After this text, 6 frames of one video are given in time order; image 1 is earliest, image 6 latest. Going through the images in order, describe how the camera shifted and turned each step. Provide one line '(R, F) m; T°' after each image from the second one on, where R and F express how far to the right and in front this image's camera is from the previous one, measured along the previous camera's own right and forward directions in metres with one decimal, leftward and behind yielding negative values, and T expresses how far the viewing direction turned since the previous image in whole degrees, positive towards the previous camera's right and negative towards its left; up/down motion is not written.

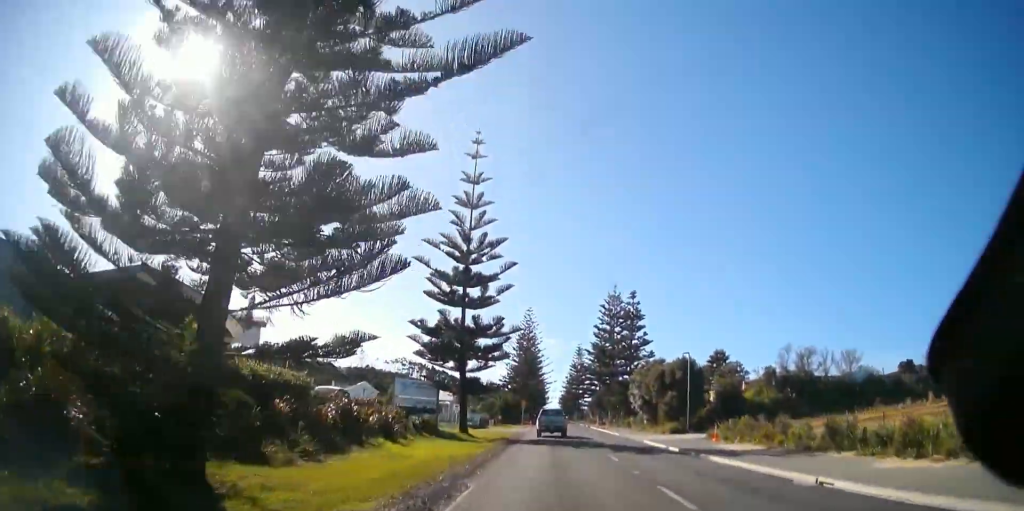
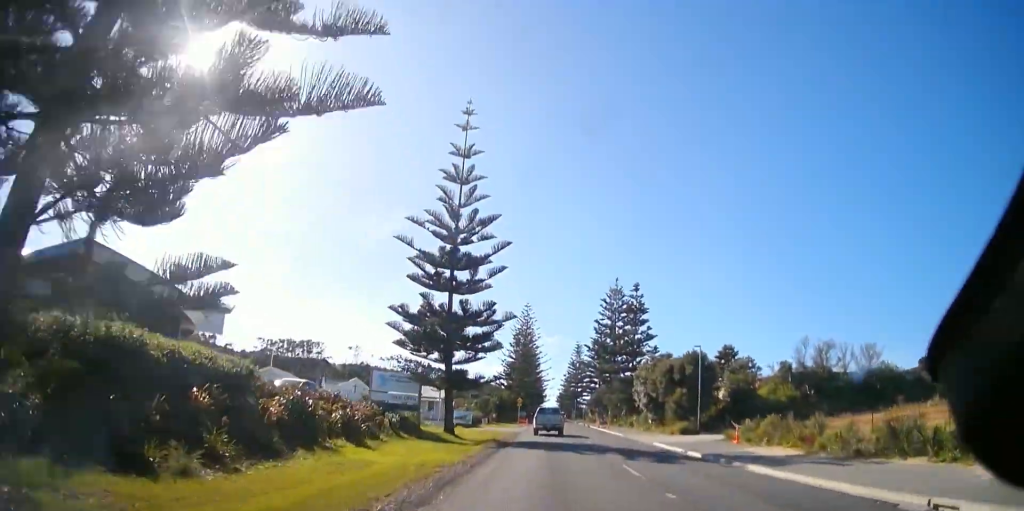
(0.0, +5.1) m; 0°
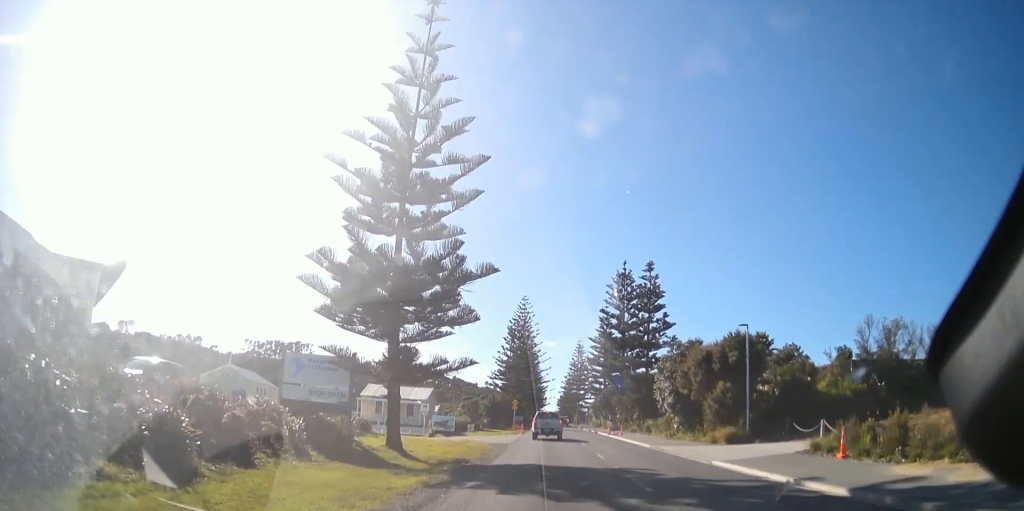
(+0.1, +13.3) m; -1°
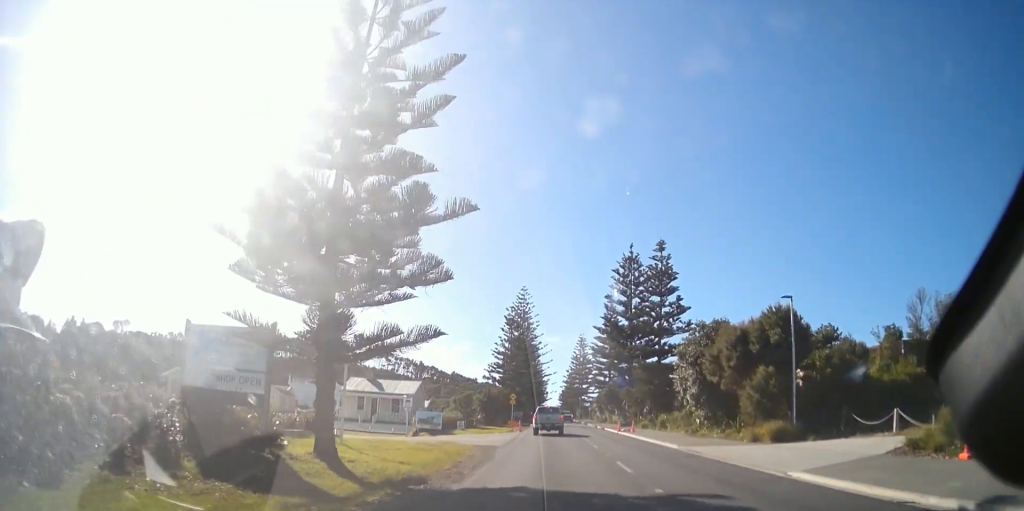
(+0.2, +7.5) m; -2°
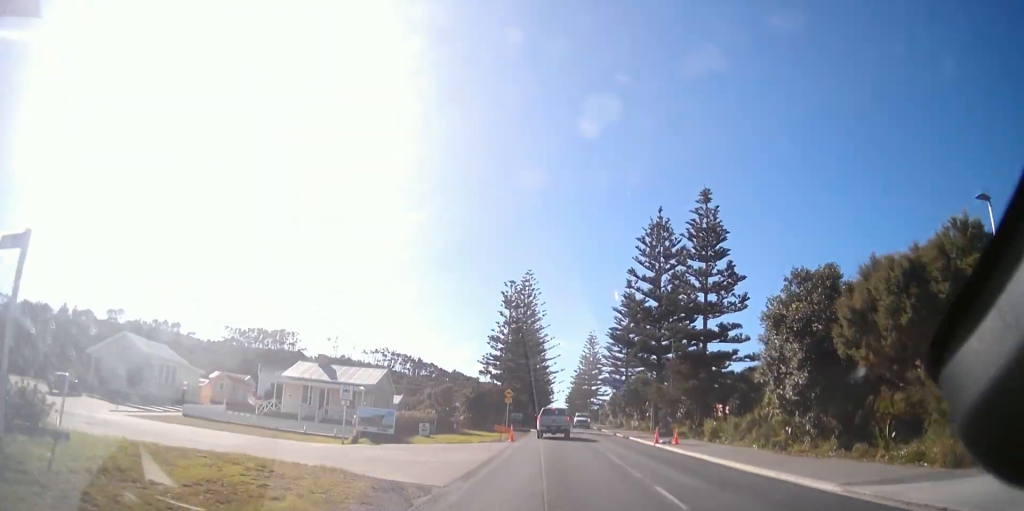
(-0.5, +15.7) m; +2°
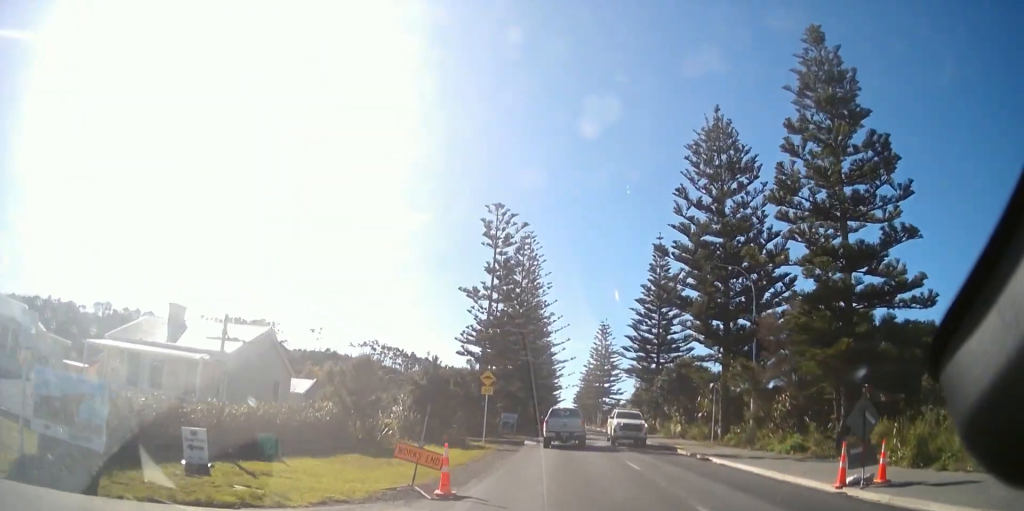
(+0.9, +23.8) m; +1°
